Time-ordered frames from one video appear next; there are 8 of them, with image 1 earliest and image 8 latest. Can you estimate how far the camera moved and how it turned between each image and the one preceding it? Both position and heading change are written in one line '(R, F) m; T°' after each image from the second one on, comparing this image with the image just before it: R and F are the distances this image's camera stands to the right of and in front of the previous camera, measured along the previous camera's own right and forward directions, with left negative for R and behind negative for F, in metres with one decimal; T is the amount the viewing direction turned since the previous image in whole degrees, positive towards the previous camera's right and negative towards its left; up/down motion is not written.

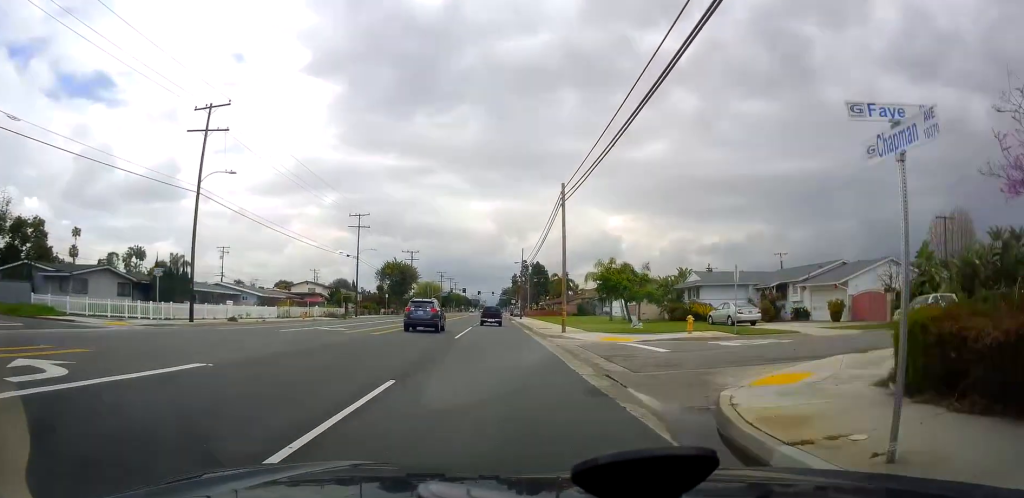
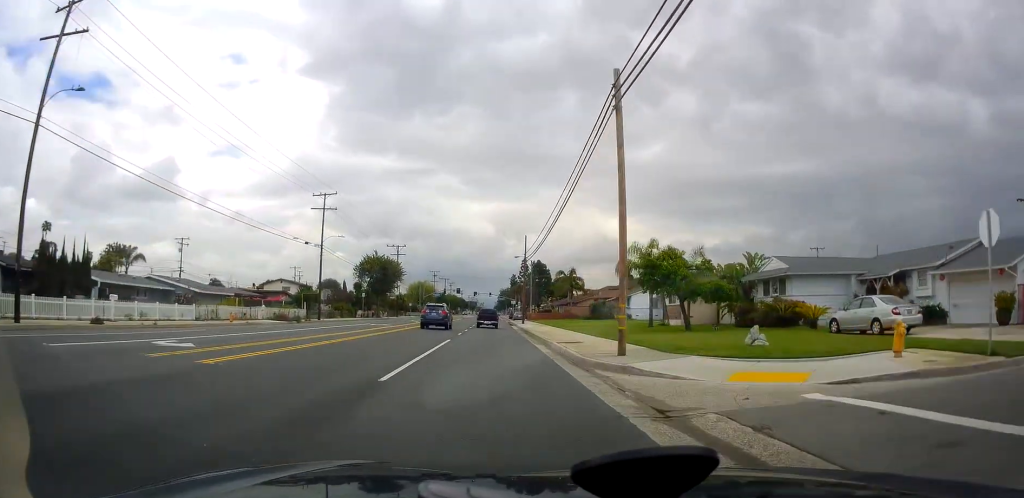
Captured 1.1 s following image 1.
(0.0, +15.6) m; 0°
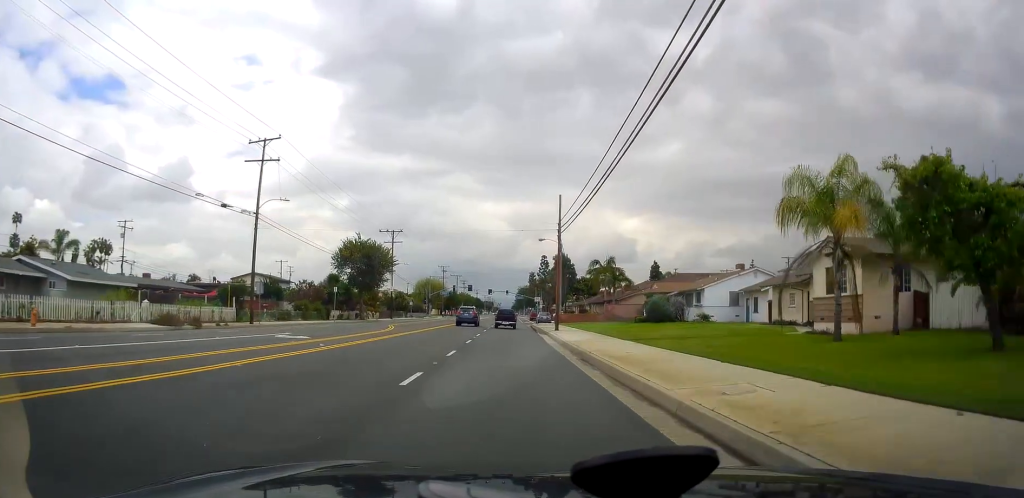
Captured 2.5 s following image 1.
(0.0, +21.5) m; -2°
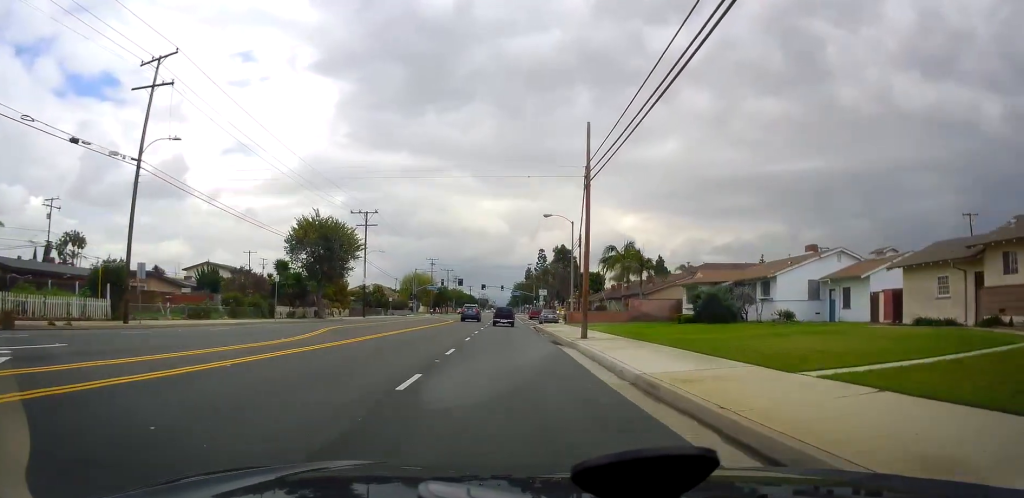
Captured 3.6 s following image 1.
(-0.4, +15.4) m; -1°
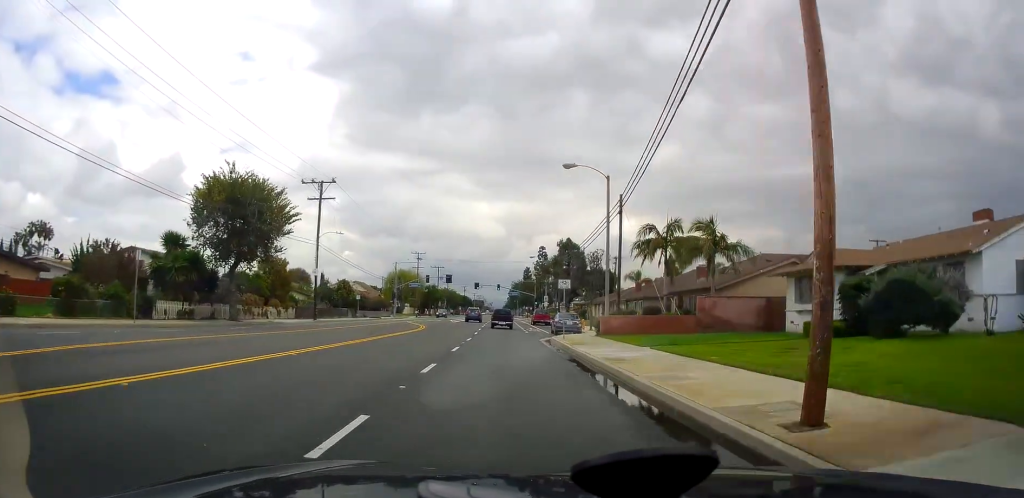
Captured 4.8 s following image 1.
(+0.4, +18.9) m; +2°
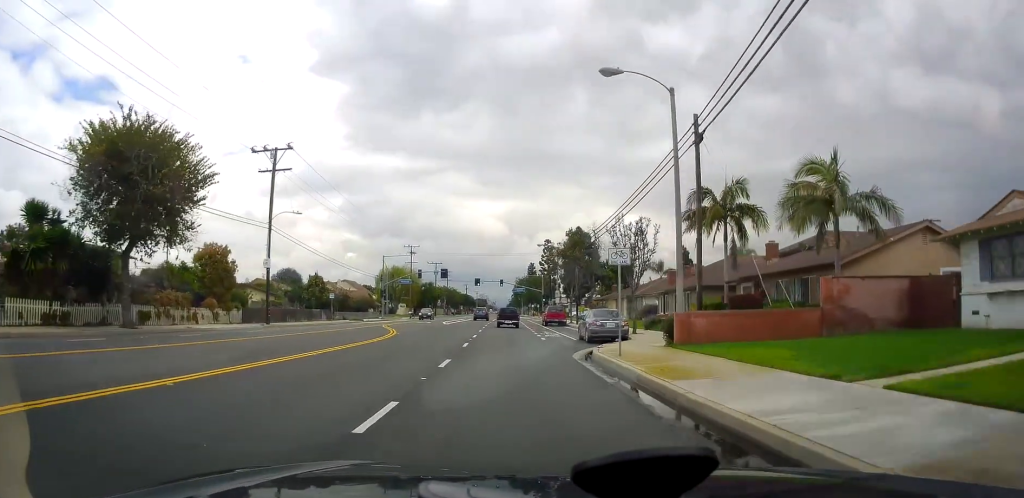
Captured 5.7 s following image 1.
(0.0, +12.9) m; 0°
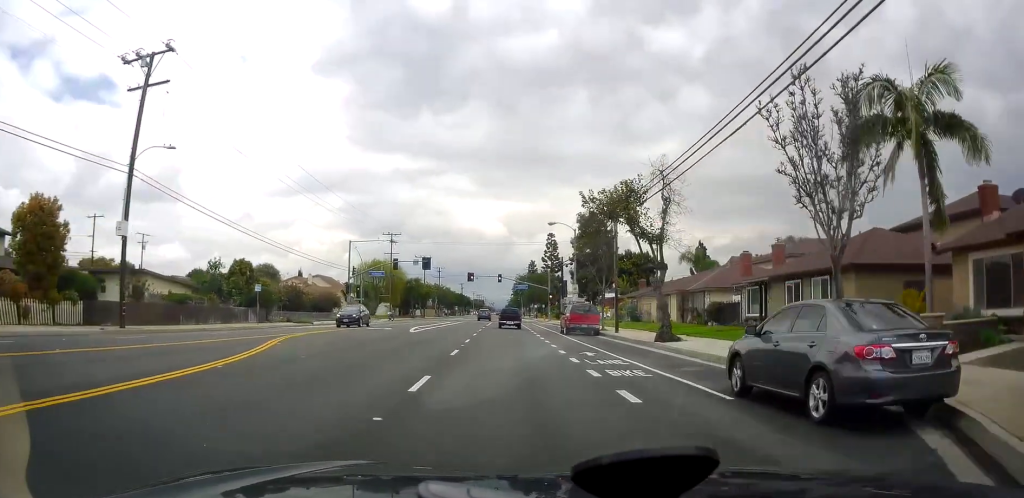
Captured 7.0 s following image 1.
(0.0, +18.8) m; 0°
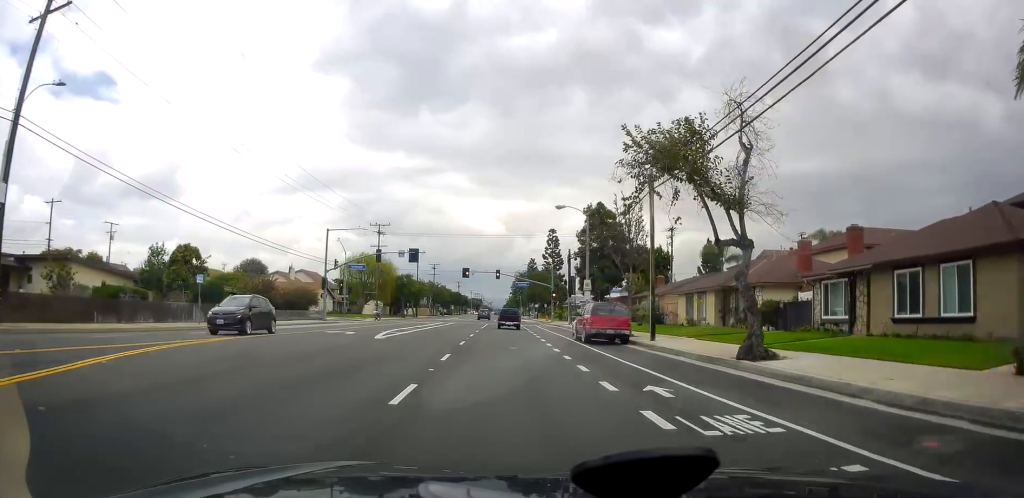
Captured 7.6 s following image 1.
(0.0, +8.6) m; +1°
